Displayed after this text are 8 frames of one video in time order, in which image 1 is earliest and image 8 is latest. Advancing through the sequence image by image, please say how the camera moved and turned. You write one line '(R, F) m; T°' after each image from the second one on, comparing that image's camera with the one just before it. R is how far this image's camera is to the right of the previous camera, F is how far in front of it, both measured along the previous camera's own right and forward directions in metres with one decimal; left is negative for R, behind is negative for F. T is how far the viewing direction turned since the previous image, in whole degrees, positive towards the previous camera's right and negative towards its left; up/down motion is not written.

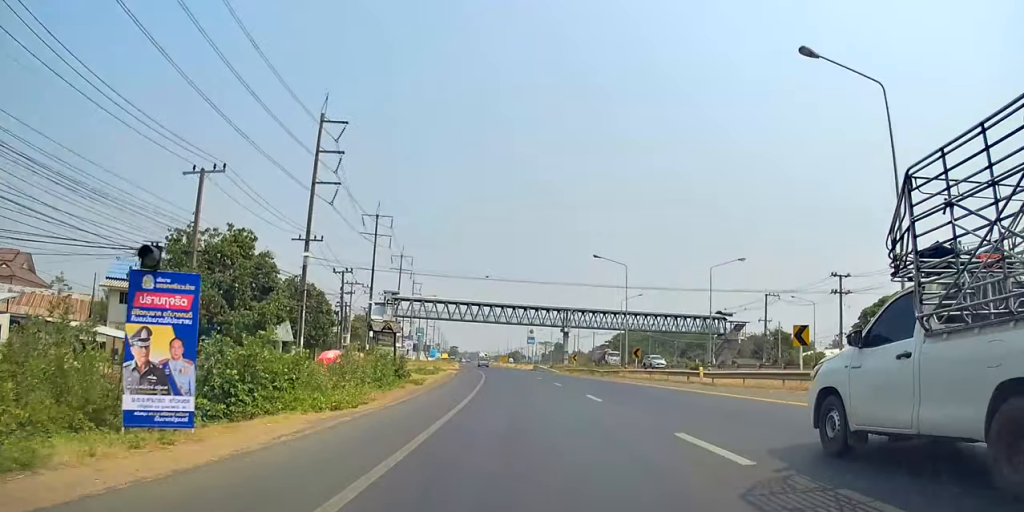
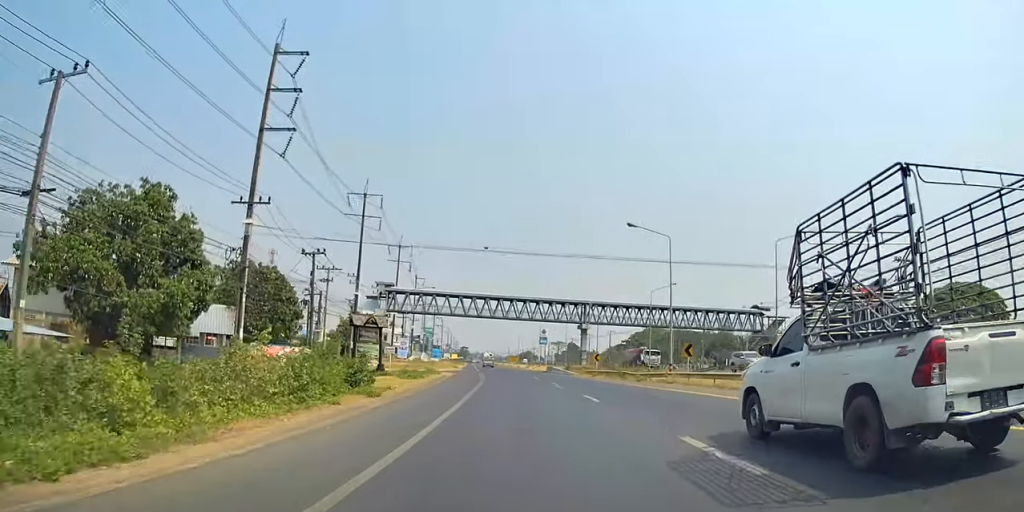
(-0.2, +13.1) m; -2°
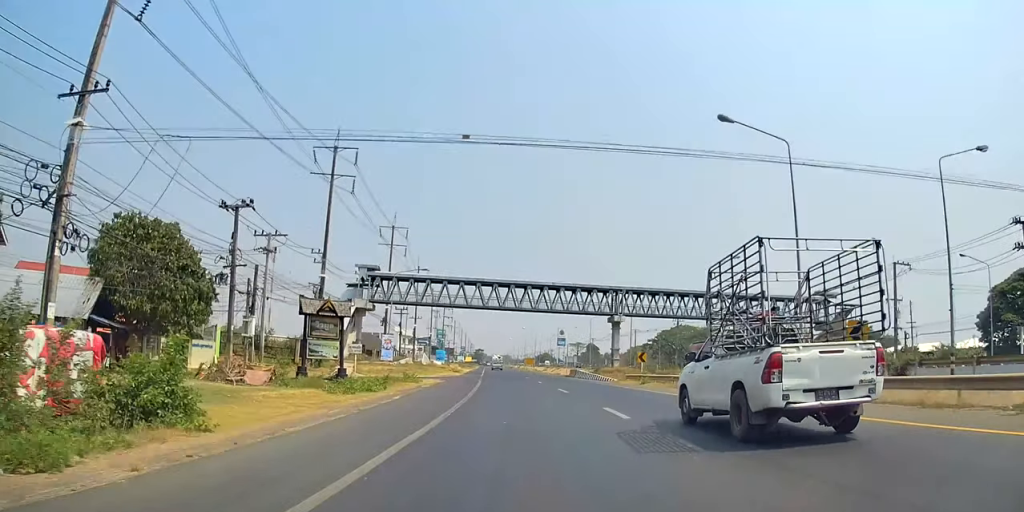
(+0.2, +17.7) m; -2°
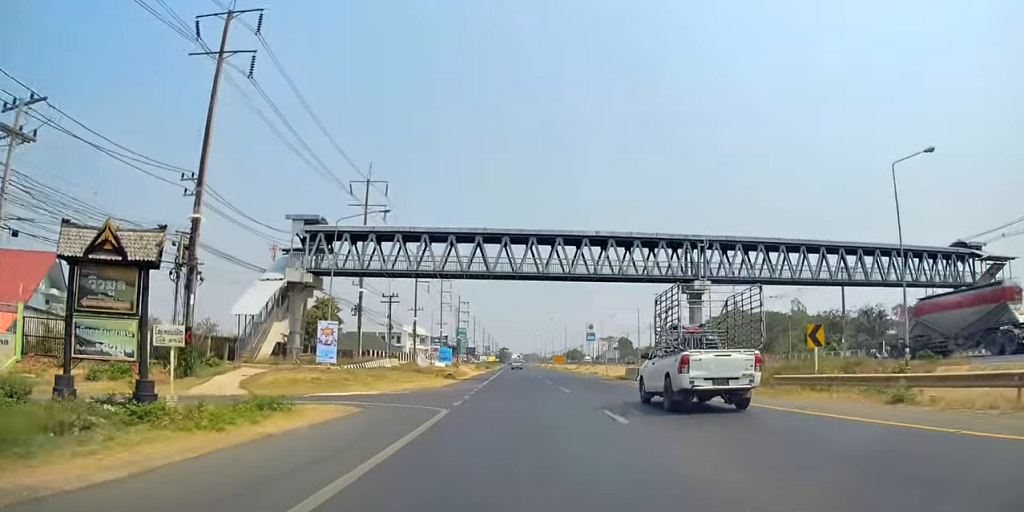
(-1.3, +25.9) m; -3°
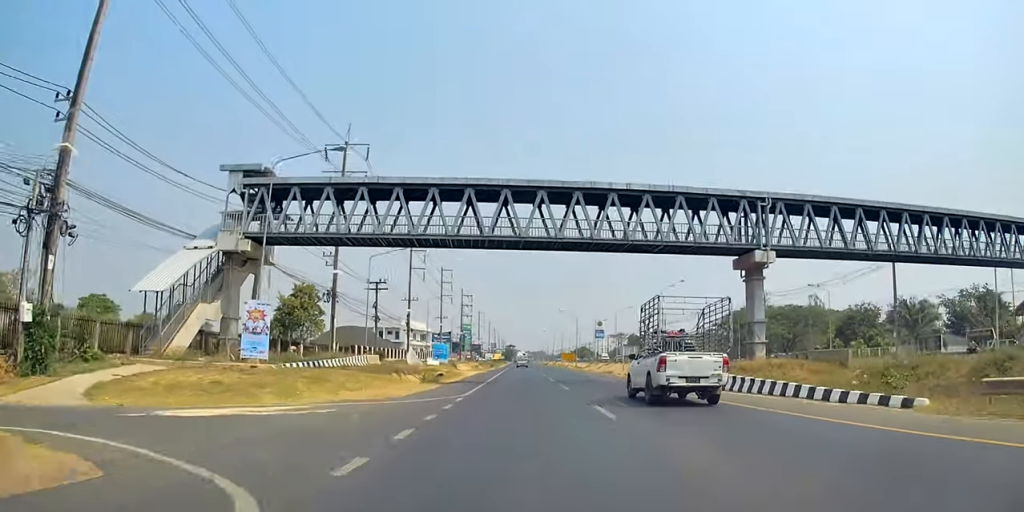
(0.0, +11.8) m; 0°
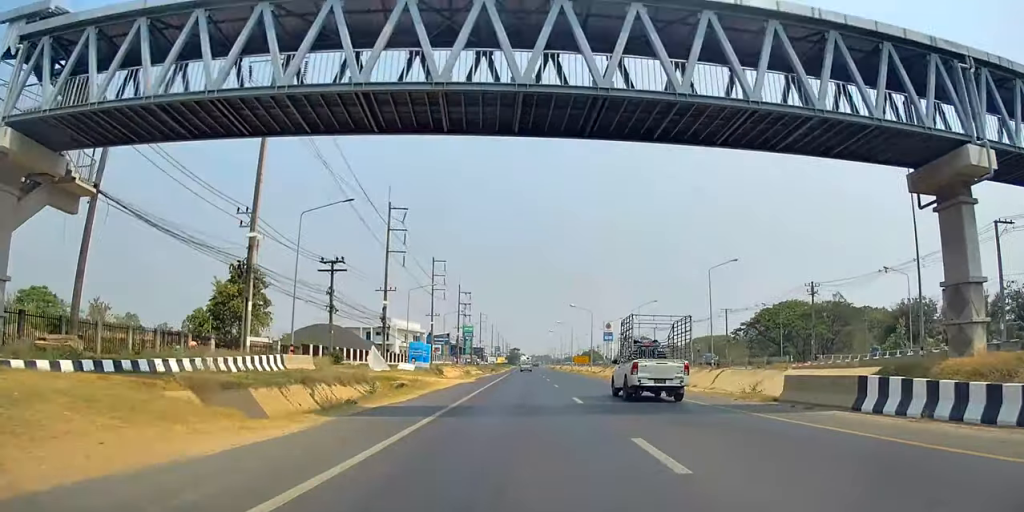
(0.0, +18.1) m; -1°
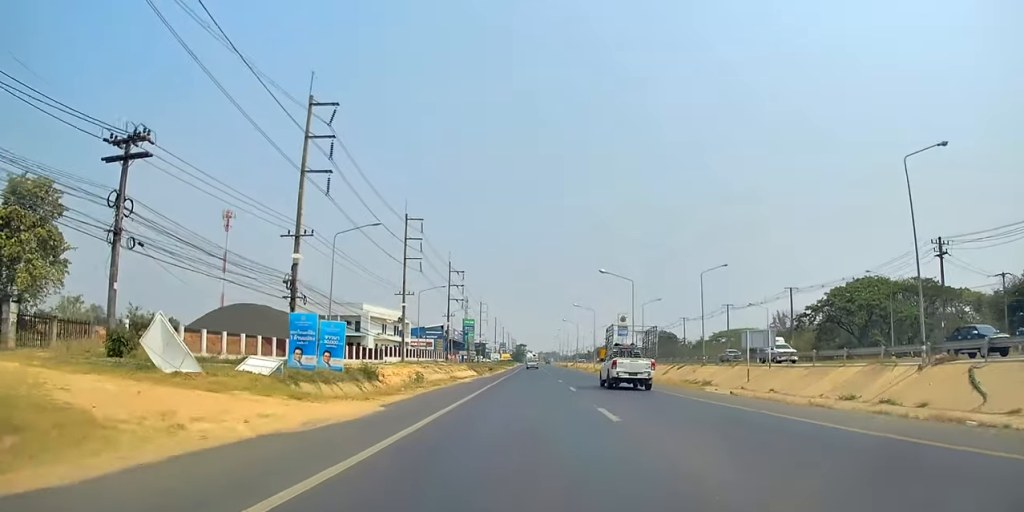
(-1.0, +31.2) m; -1°
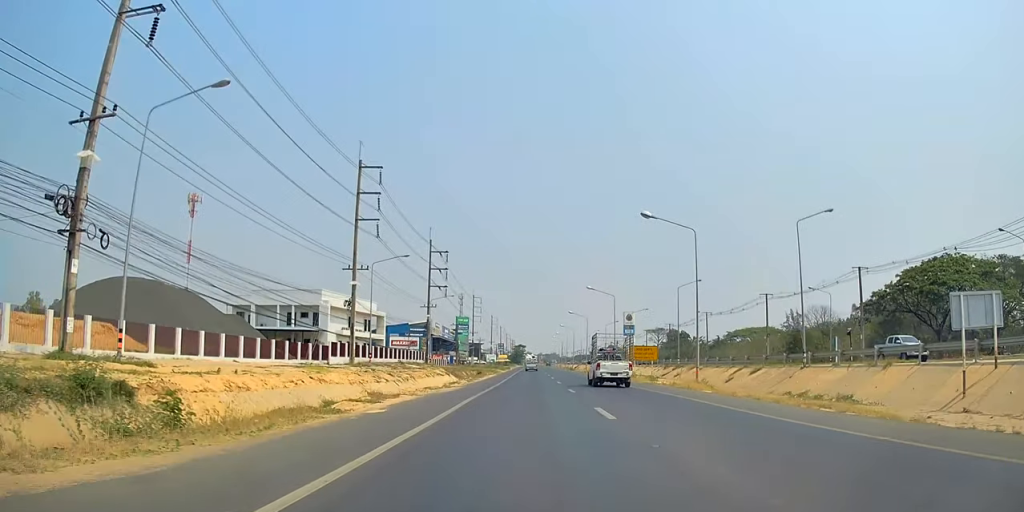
(+0.6, +23.5) m; 0°
